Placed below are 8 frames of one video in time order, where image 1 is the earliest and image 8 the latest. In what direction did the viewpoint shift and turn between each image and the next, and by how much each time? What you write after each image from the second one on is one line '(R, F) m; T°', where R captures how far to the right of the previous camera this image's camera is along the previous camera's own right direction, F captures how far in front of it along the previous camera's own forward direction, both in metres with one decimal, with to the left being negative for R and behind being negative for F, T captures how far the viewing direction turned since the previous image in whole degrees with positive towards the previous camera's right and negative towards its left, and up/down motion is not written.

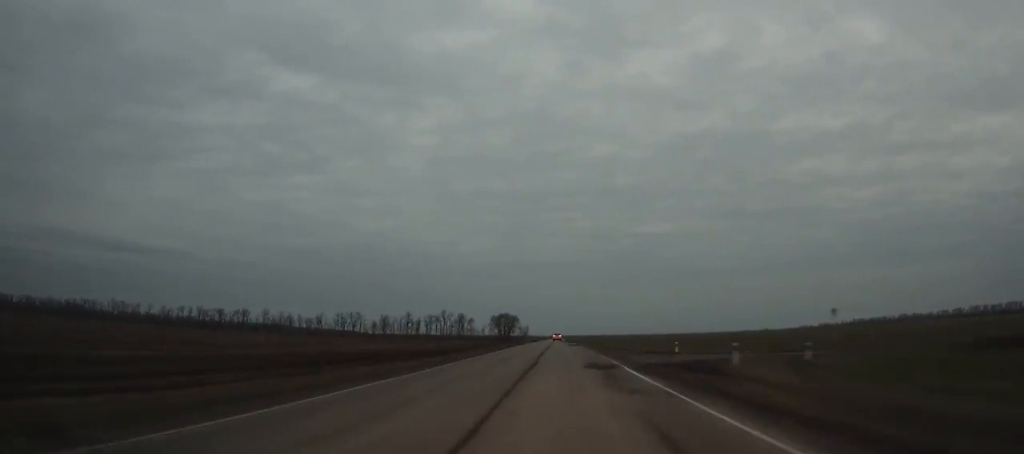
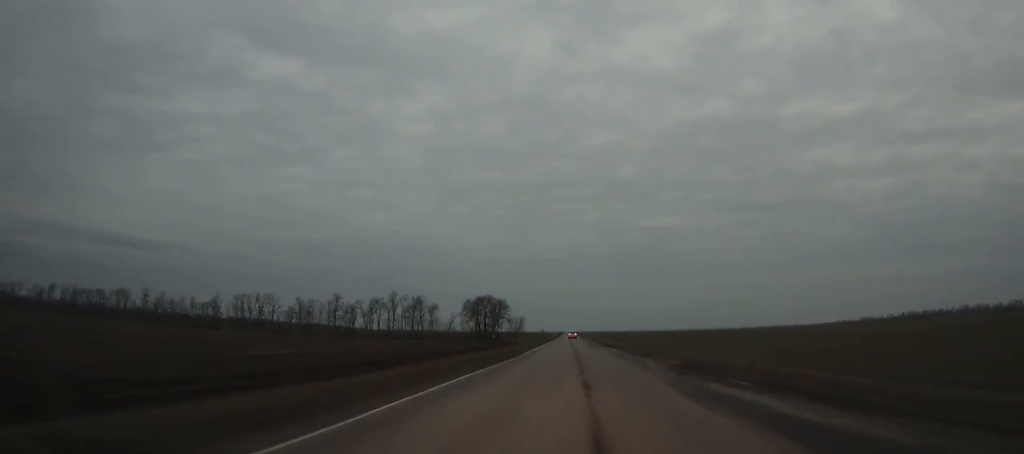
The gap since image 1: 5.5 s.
(-0.5, +136.3) m; 0°
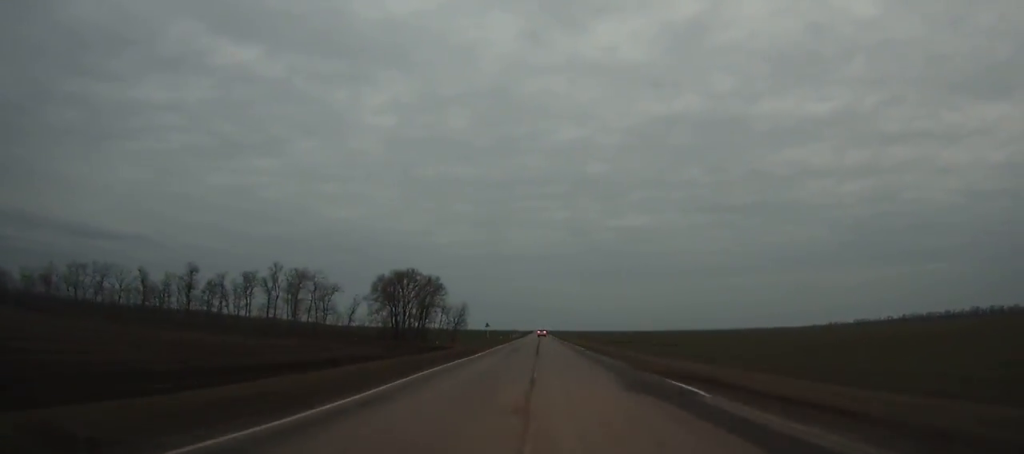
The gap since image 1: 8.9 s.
(+0.5, +84.5) m; 0°
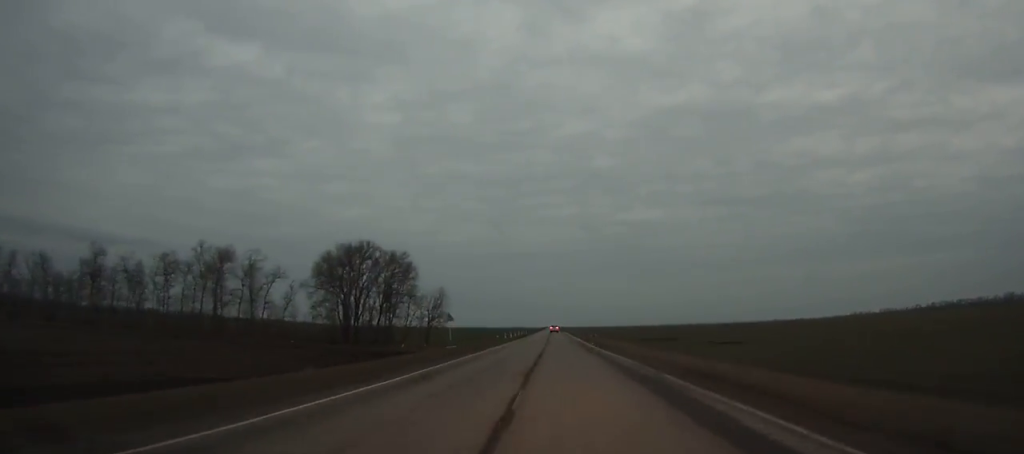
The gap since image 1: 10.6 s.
(+0.1, +42.1) m; 0°
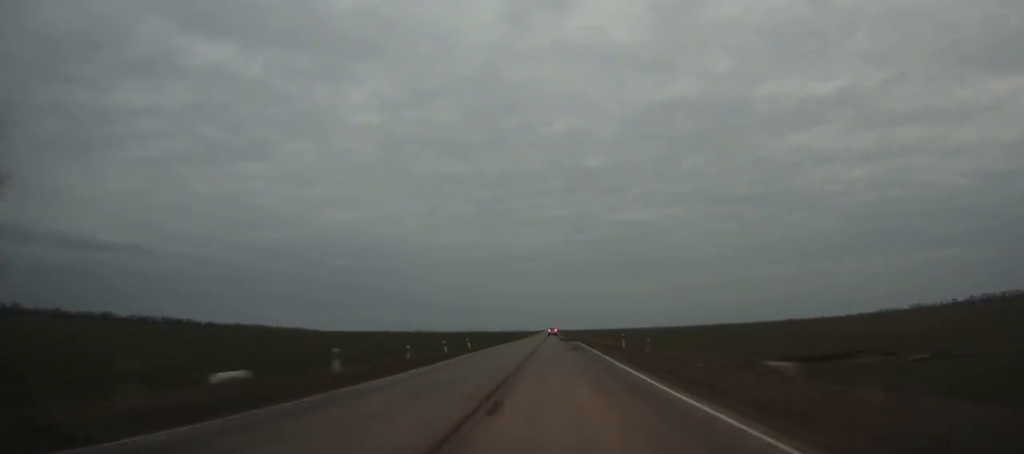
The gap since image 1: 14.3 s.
(-0.7, +91.1) m; -1°
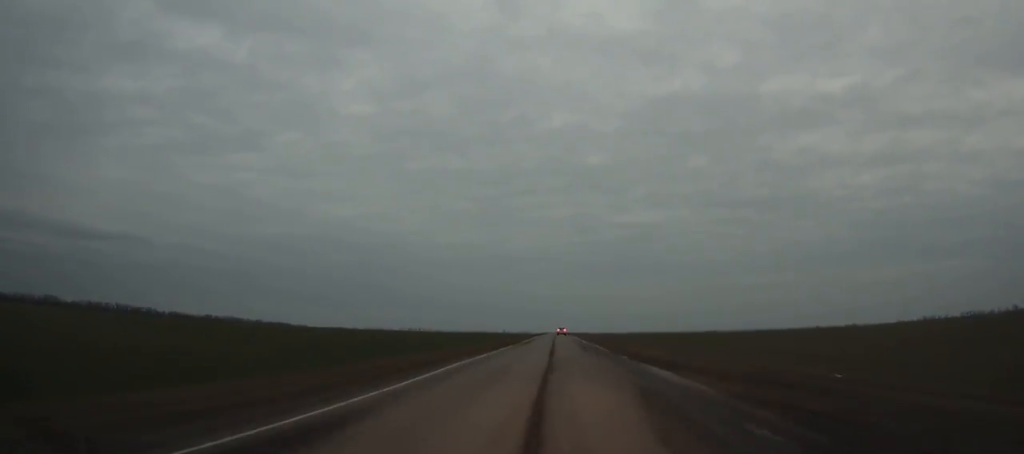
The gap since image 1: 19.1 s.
(-0.1, +117.1) m; 0°
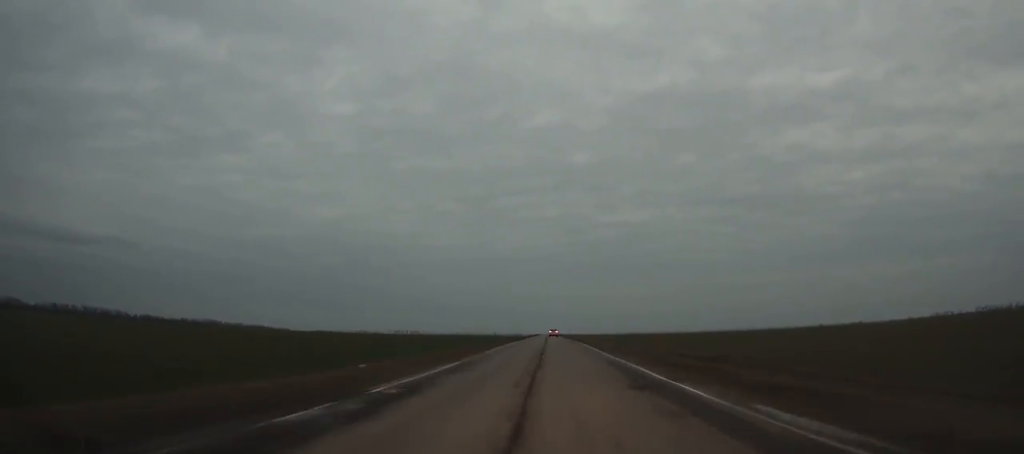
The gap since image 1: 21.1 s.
(+0.3, +48.8) m; 0°
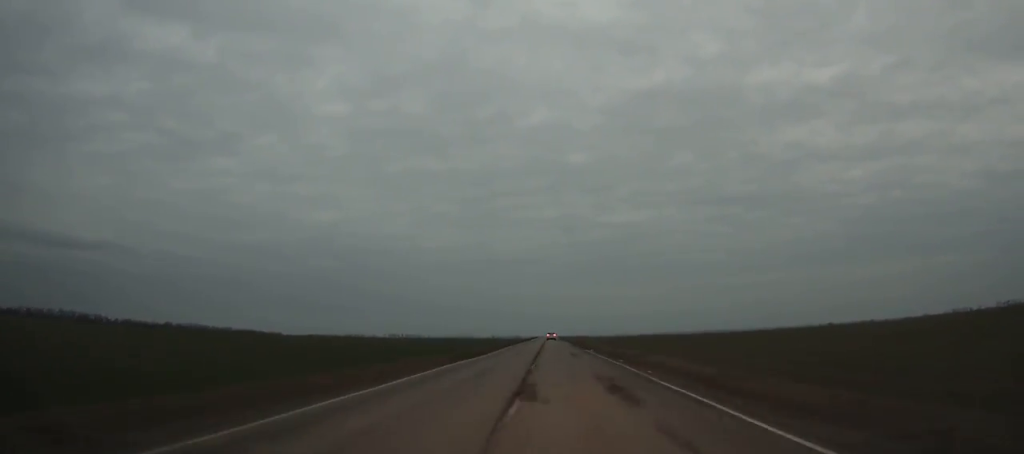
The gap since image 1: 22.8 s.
(0.0, +41.5) m; 0°
